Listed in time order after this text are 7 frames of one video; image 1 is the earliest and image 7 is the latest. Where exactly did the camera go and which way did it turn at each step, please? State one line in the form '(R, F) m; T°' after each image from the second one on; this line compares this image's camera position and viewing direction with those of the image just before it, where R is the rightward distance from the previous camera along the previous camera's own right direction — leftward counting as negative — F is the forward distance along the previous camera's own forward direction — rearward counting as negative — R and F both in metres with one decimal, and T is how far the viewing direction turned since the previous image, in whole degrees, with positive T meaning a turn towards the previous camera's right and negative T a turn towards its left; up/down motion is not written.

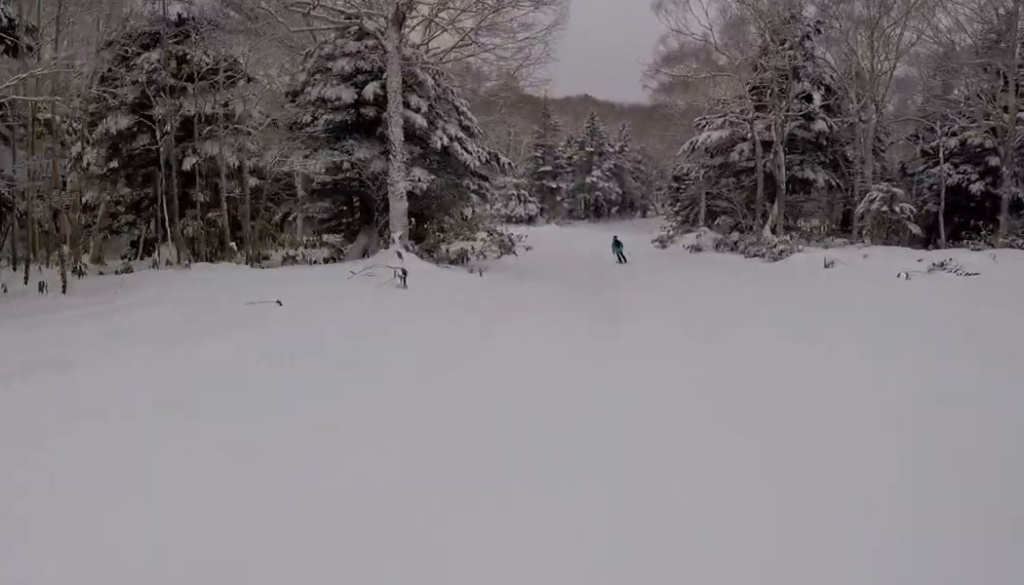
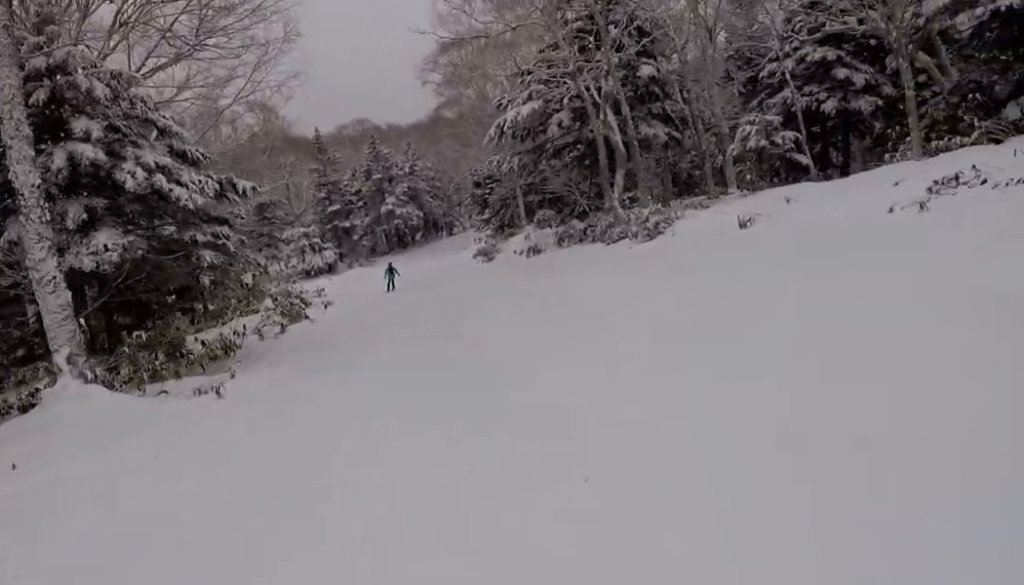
(+1.0, +8.7) m; +1°
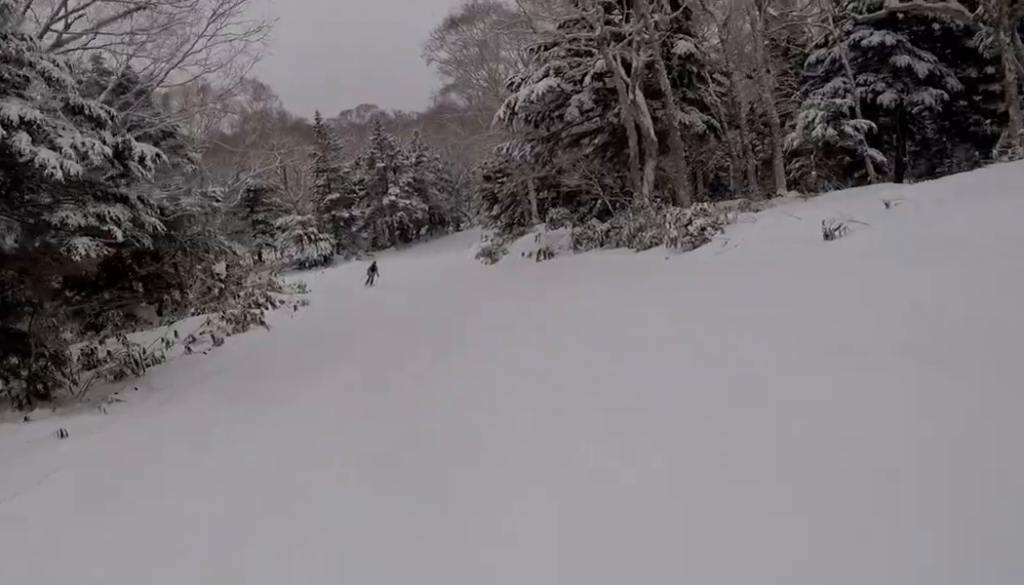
(+0.2, +4.7) m; -4°
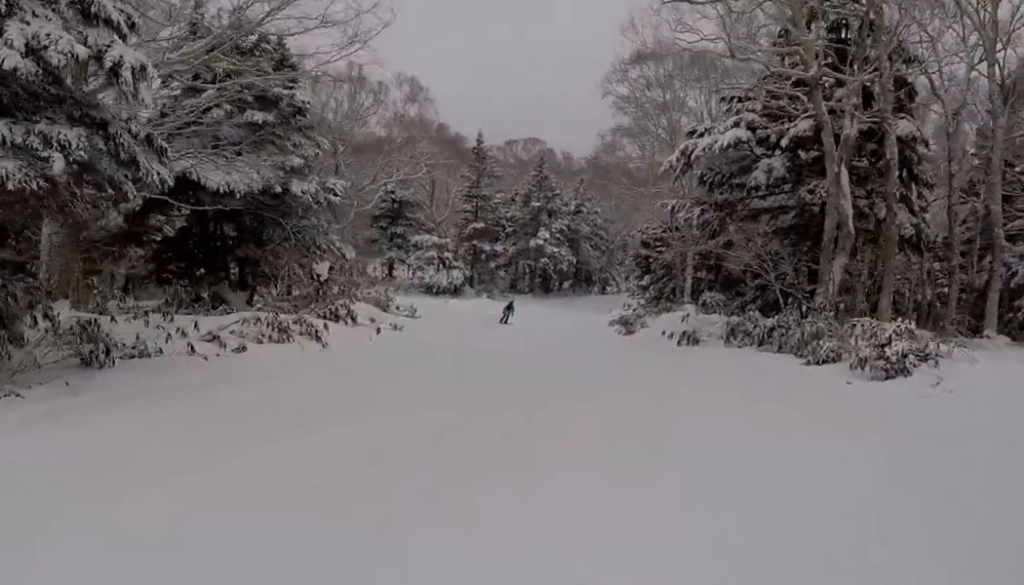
(-0.8, +4.2) m; -6°
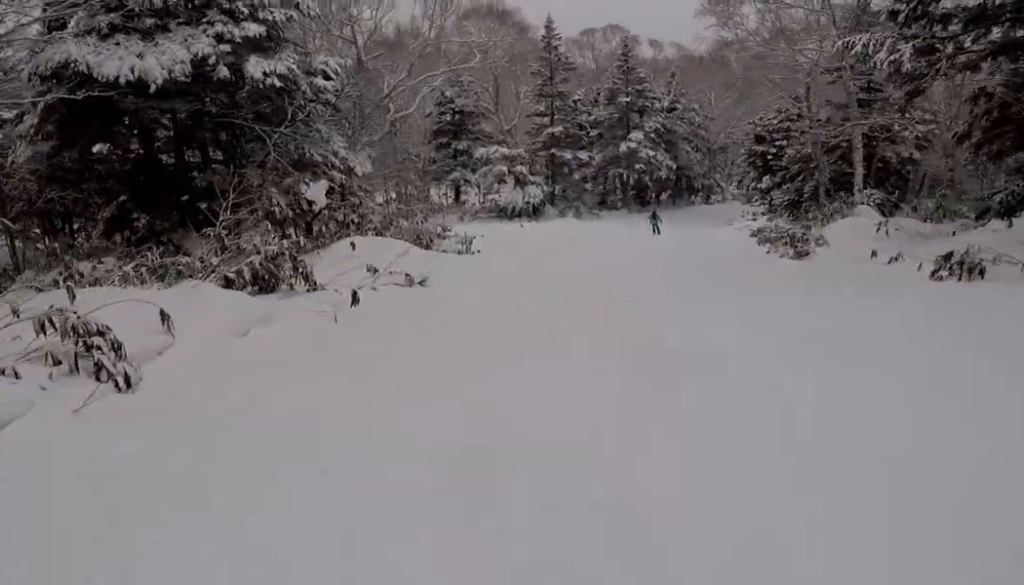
(-0.9, +11.5) m; -4°
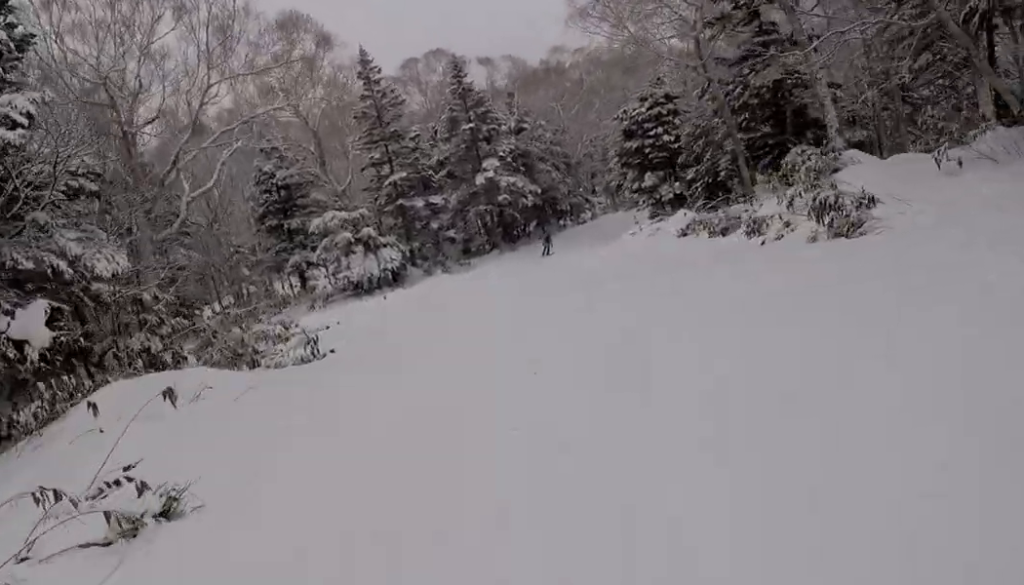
(+0.1, +8.9) m; +4°
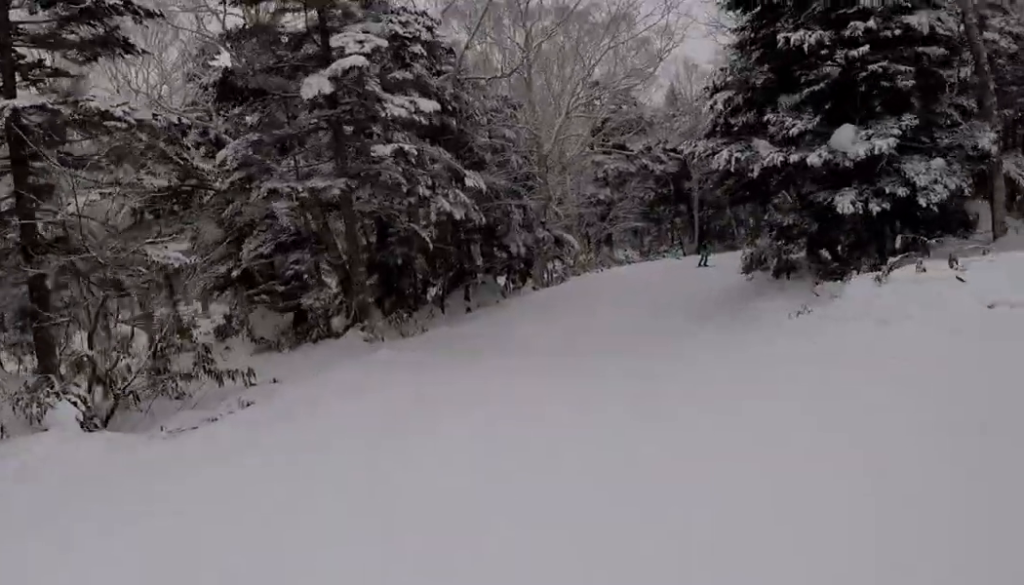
(+4.8, +31.1) m; +27°
